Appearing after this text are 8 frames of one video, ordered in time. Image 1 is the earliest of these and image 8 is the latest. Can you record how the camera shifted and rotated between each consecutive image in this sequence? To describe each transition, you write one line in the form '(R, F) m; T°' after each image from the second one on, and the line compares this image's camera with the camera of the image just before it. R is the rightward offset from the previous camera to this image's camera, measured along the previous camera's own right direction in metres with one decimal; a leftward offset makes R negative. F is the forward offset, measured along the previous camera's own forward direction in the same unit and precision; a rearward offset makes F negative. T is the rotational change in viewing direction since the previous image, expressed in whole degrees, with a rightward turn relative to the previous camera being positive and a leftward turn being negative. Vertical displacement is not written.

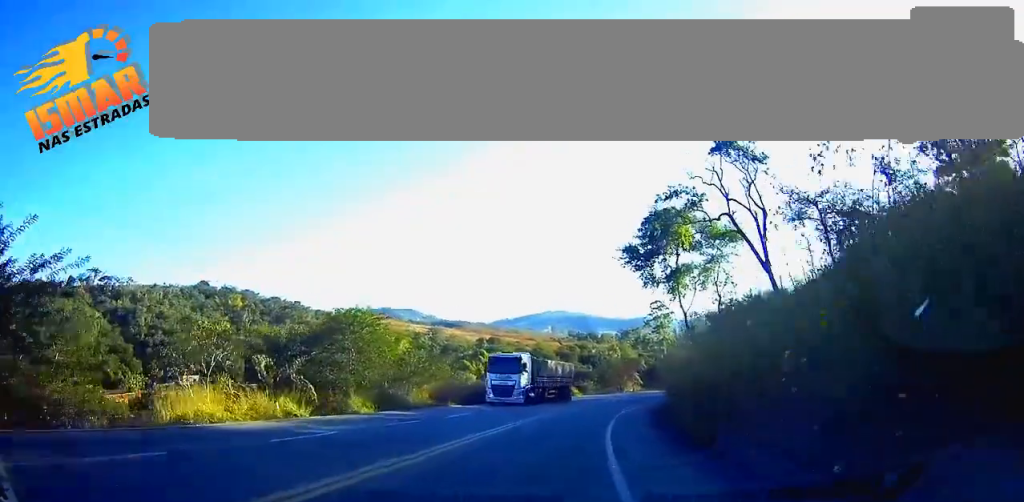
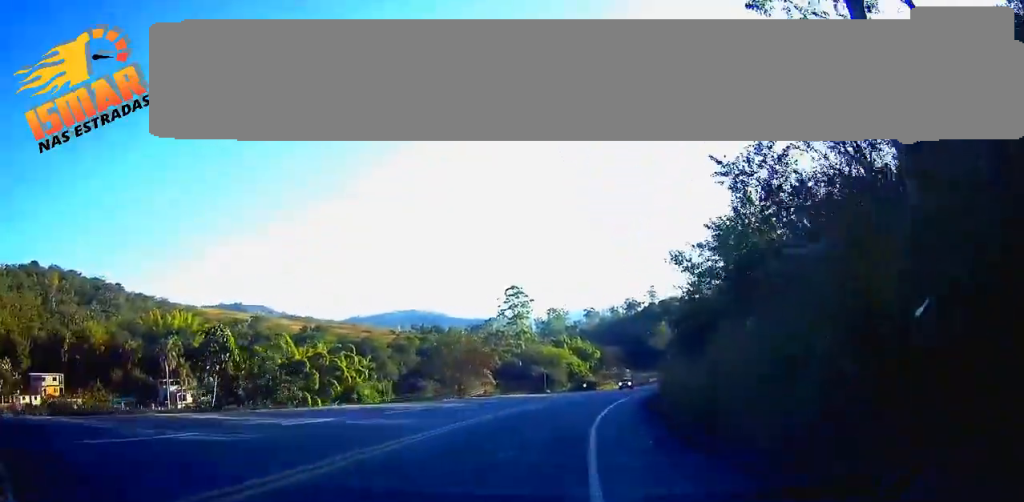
(+4.6, +51.9) m; +12°
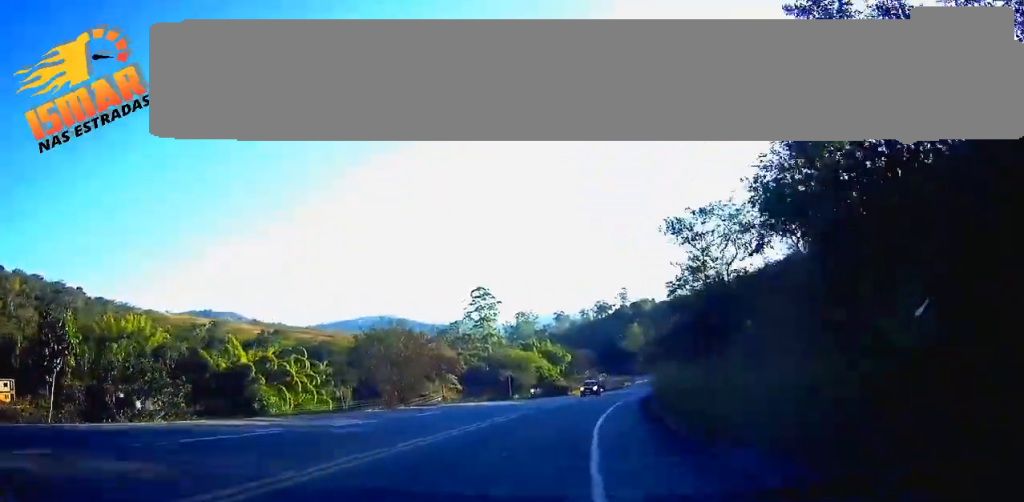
(+0.4, +12.1) m; +2°
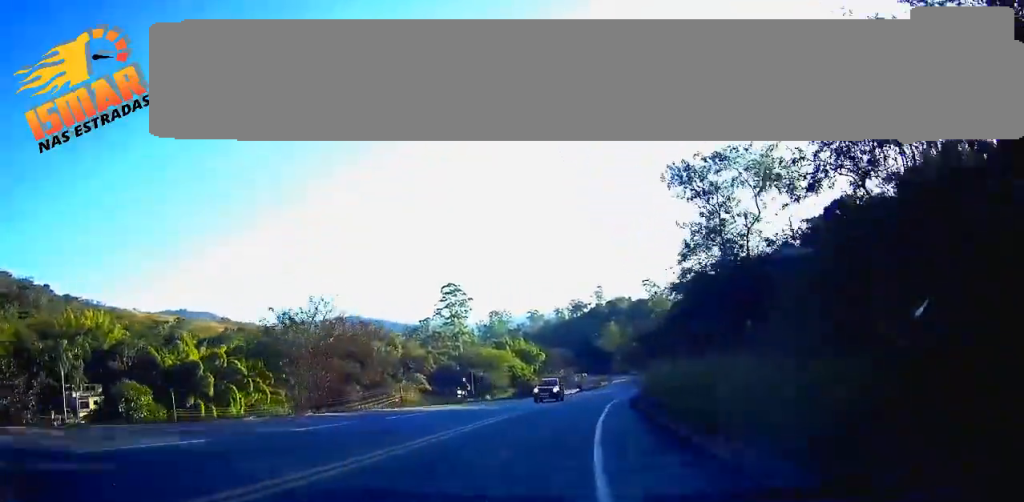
(0.0, +10.8) m; +2°
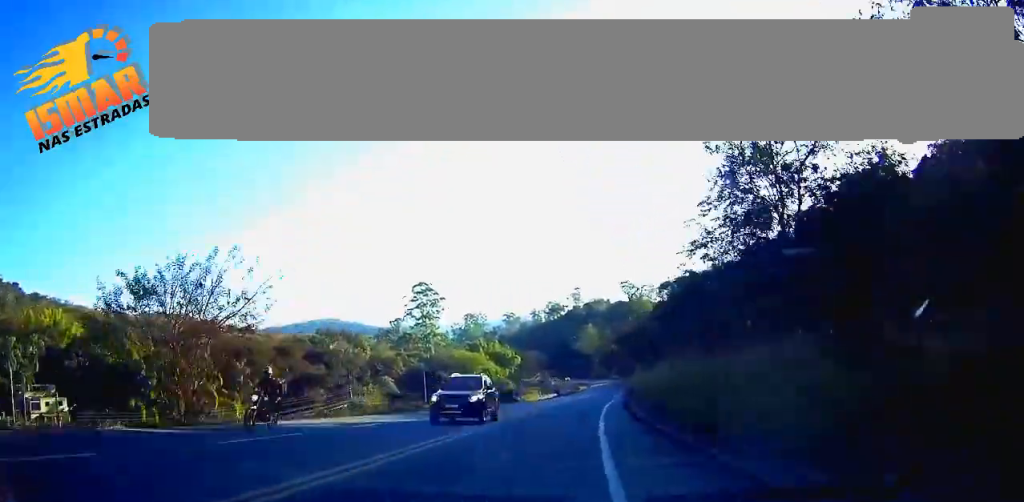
(+0.4, +11.7) m; +2°
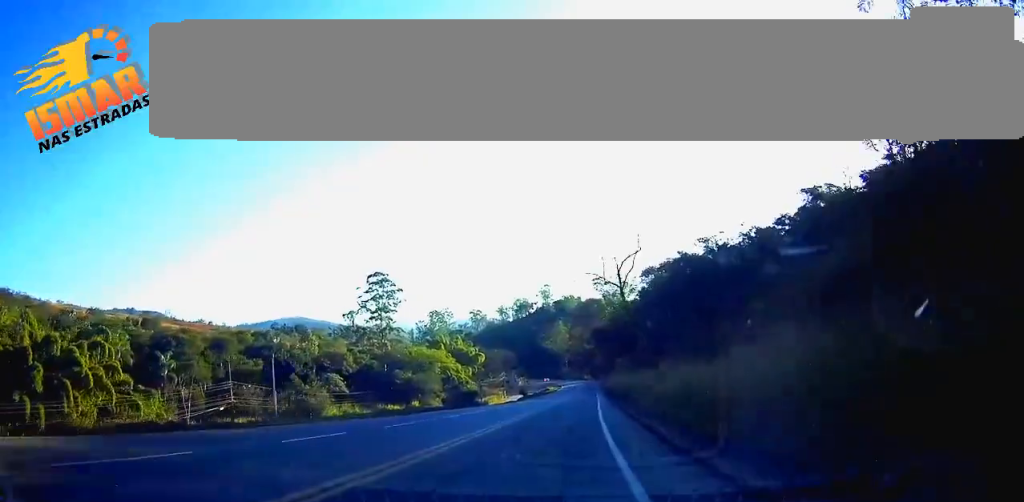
(+0.6, +21.4) m; +3°
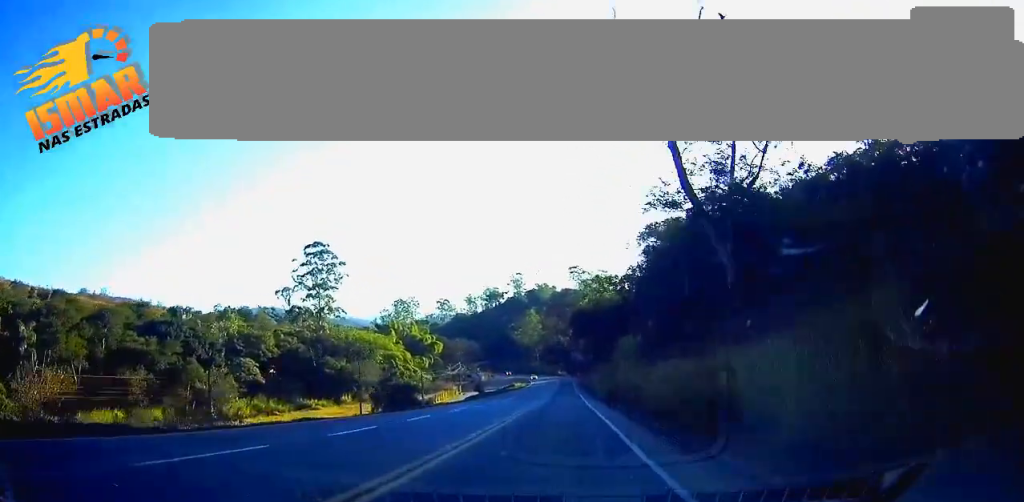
(+0.8, +38.0) m; +2°
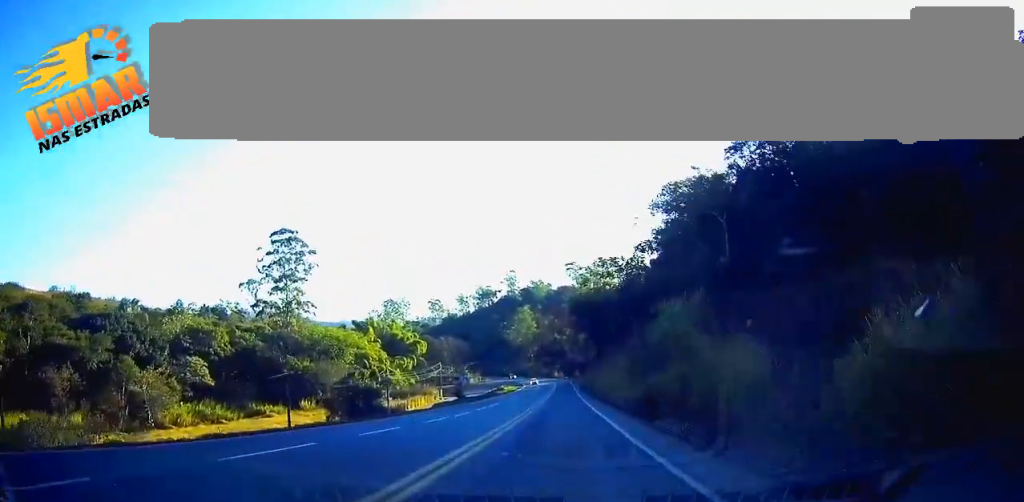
(+0.1, +21.8) m; 0°
